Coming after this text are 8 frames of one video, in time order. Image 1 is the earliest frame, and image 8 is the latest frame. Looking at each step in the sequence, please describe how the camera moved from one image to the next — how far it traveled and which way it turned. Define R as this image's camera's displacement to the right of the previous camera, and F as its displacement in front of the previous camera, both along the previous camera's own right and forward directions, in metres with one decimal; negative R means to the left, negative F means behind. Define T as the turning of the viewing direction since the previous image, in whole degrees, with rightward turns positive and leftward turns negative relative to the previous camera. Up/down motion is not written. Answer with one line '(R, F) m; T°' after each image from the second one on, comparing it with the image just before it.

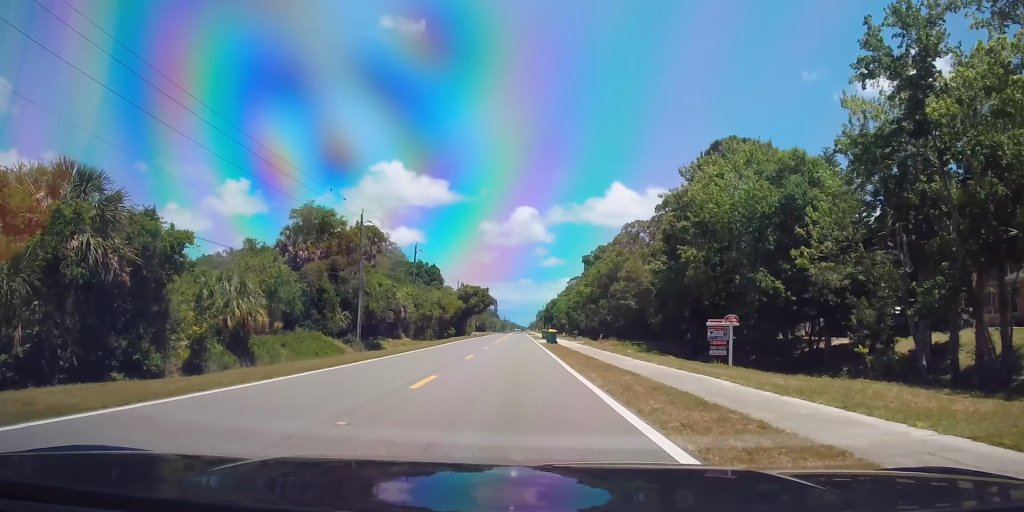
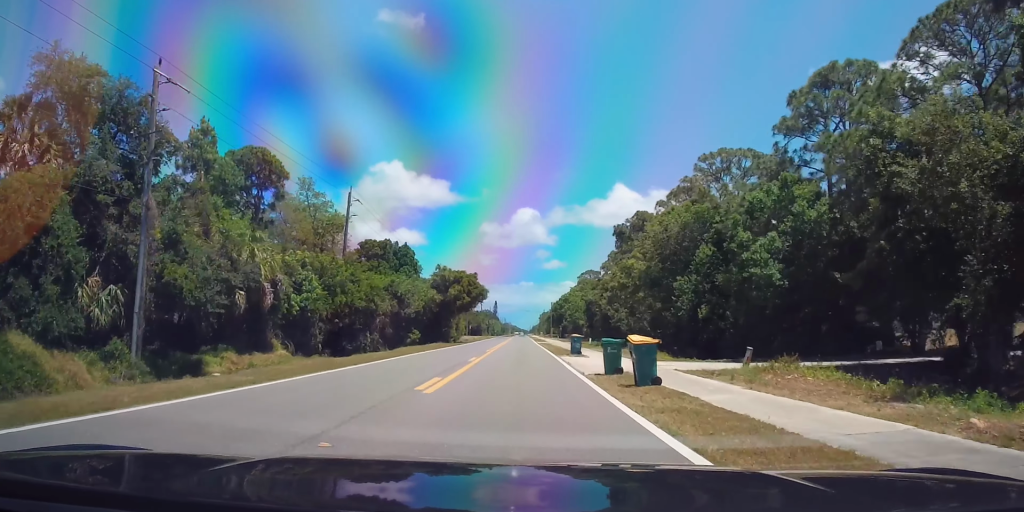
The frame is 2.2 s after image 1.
(-0.6, +37.1) m; 0°
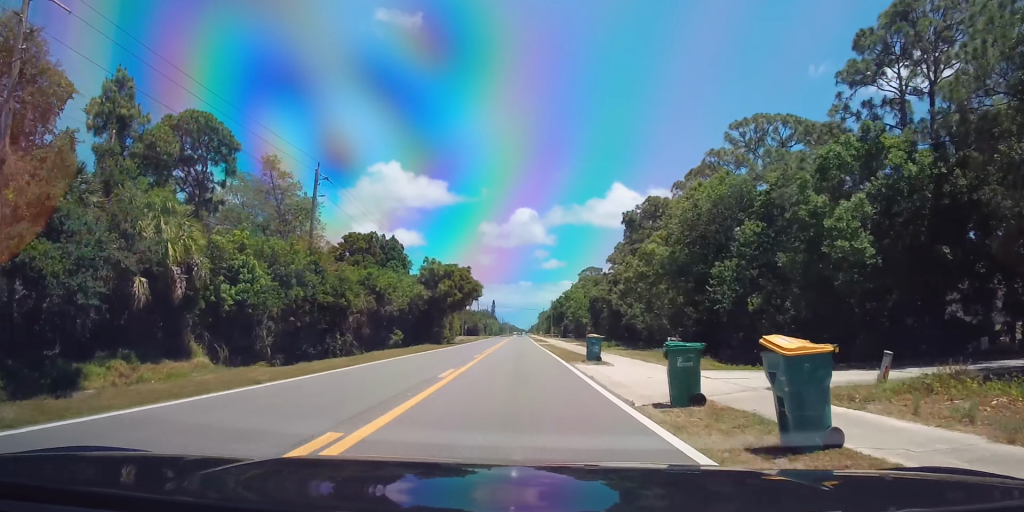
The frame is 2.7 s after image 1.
(+0.1, +8.4) m; +1°
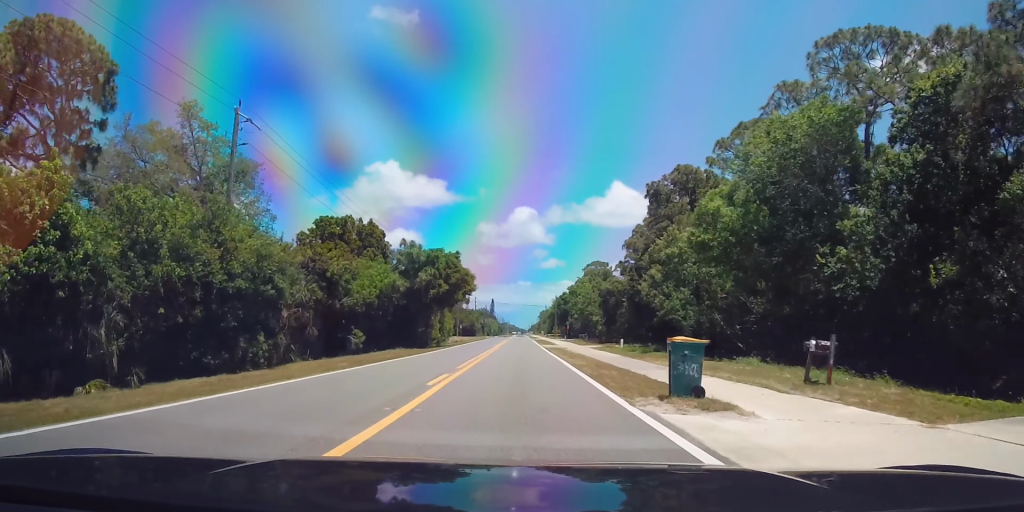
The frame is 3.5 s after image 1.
(0.0, +13.7) m; 0°
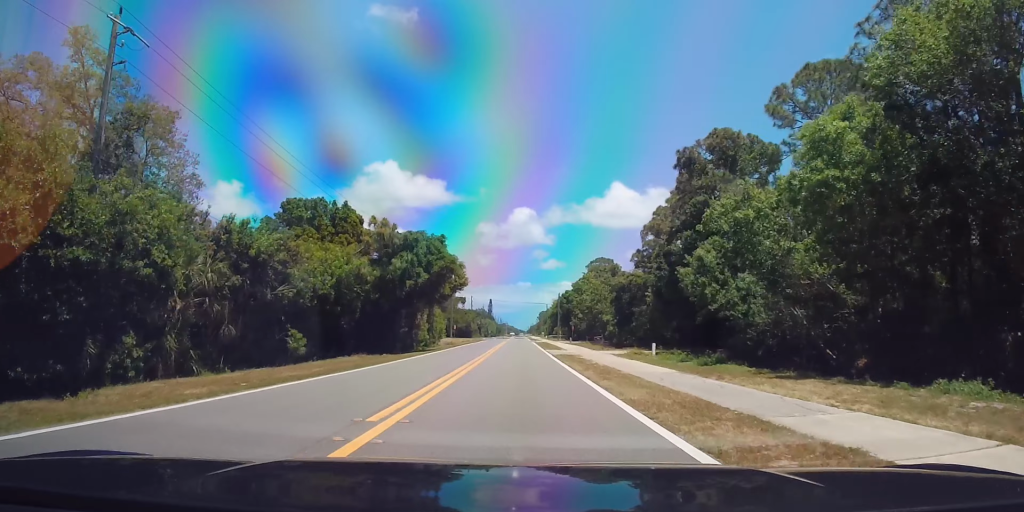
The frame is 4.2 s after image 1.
(0.0, +12.3) m; -1°
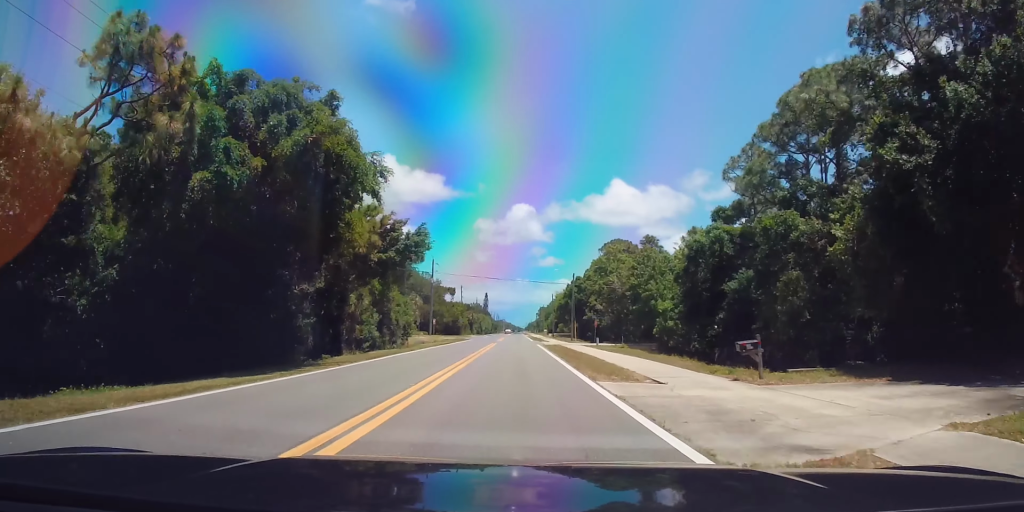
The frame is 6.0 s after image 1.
(-0.5, +30.6) m; 0°
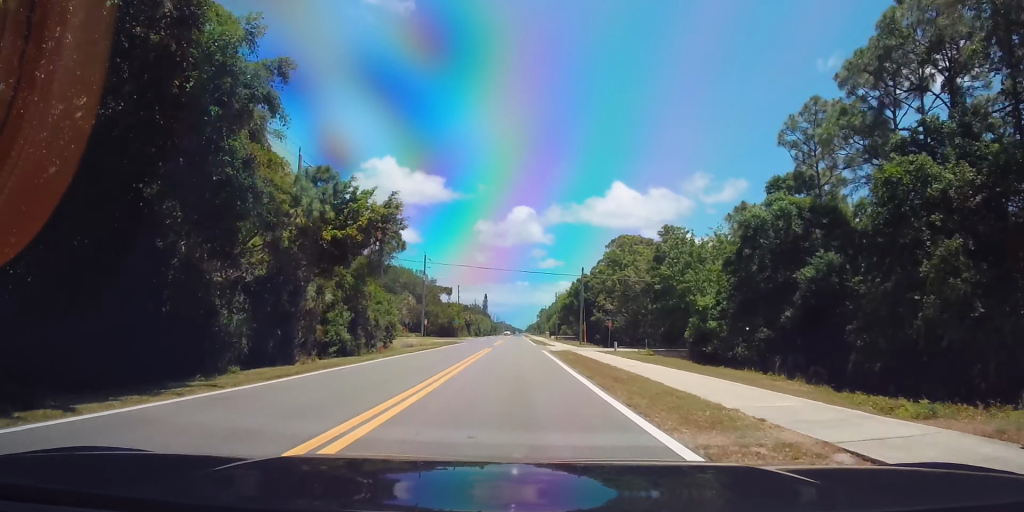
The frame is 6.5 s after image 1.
(+0.2, +9.9) m; +1°
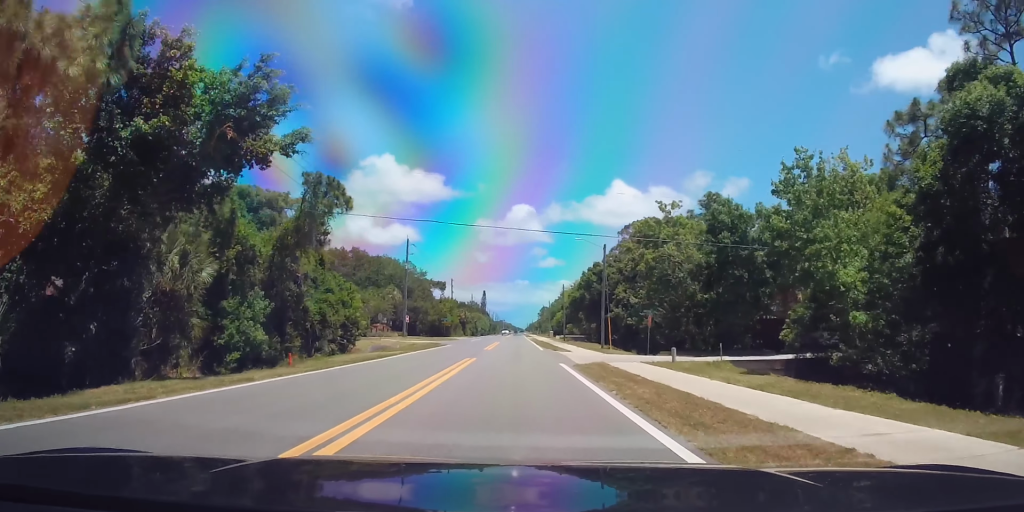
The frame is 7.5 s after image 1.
(+0.1, +16.2) m; 0°
